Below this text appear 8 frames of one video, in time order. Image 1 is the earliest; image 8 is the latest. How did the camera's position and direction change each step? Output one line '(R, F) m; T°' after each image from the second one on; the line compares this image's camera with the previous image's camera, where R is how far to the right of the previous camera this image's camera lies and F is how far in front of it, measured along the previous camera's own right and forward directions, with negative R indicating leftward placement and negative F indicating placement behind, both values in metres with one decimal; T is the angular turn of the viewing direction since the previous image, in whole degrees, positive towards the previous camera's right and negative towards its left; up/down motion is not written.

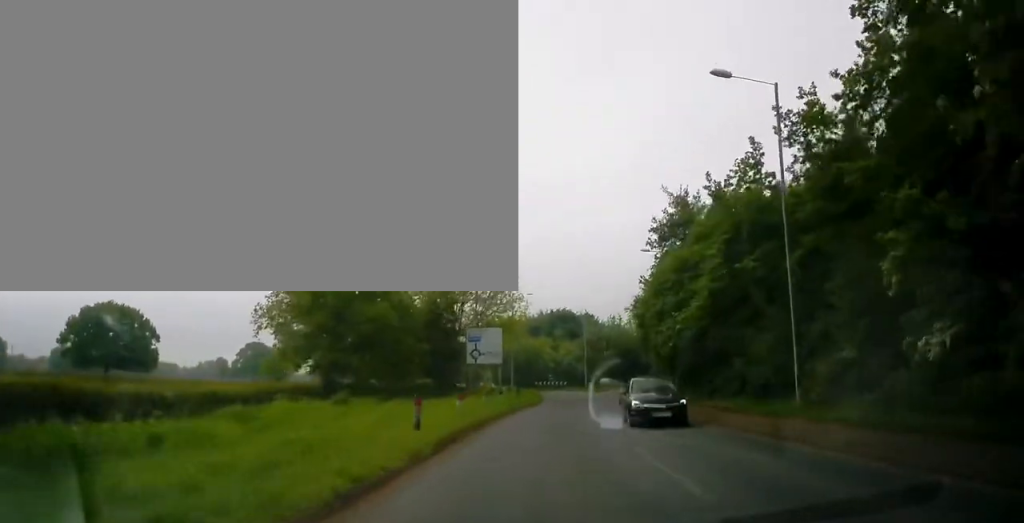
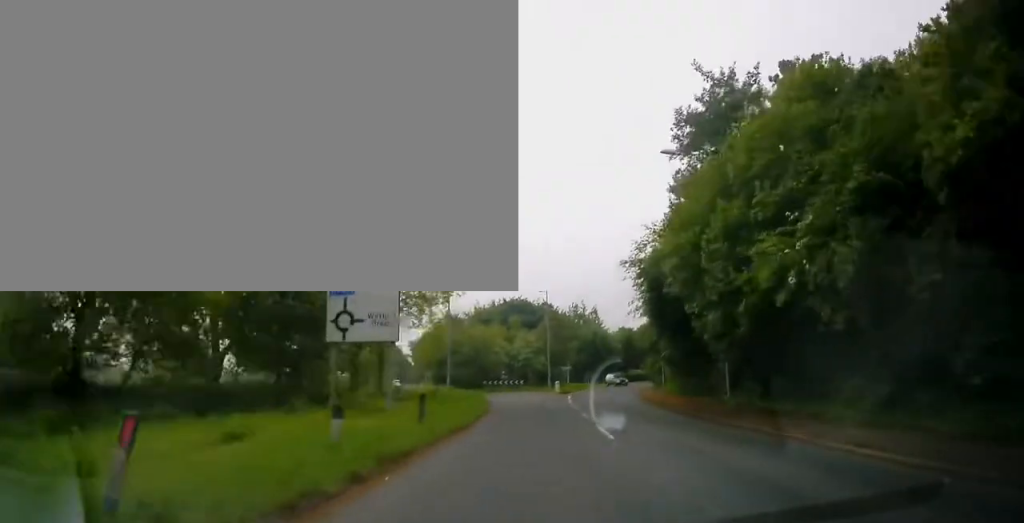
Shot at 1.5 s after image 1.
(+0.5, +19.0) m; +2°
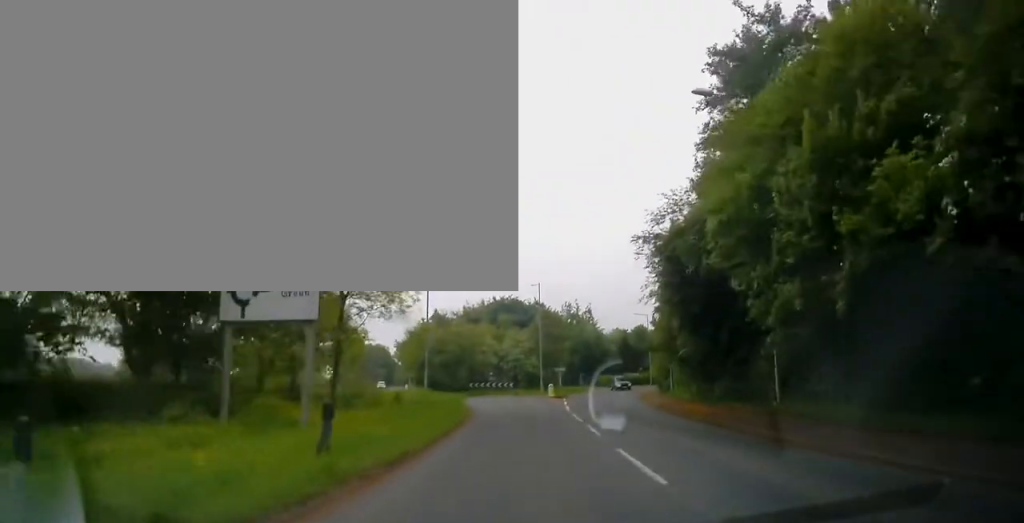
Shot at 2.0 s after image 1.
(0.0, +5.9) m; +1°
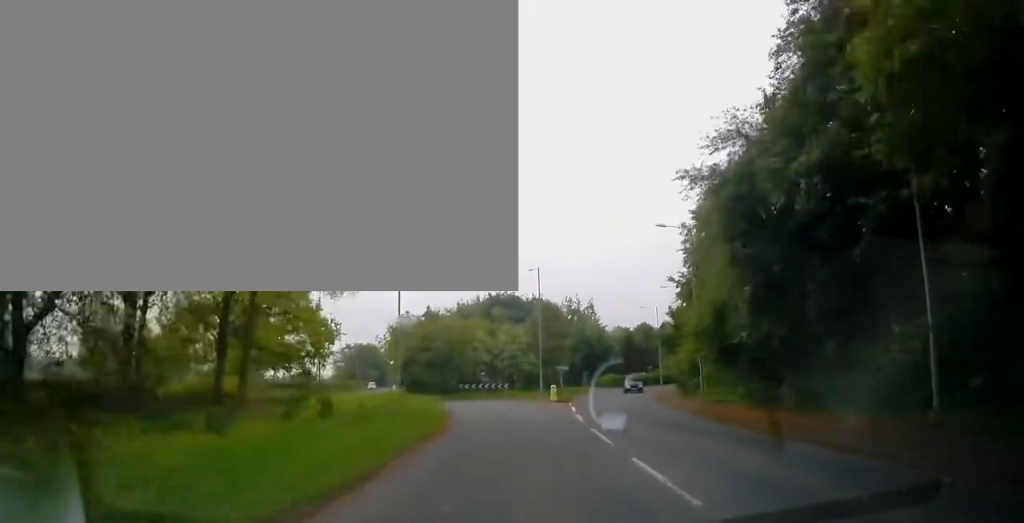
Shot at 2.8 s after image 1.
(+0.2, +8.3) m; +3°
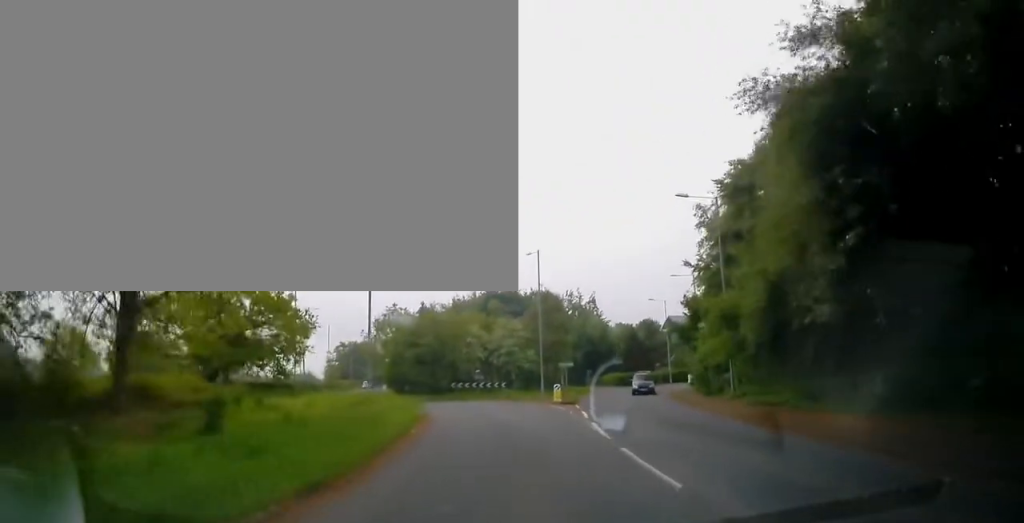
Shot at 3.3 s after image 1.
(+0.2, +5.6) m; -2°
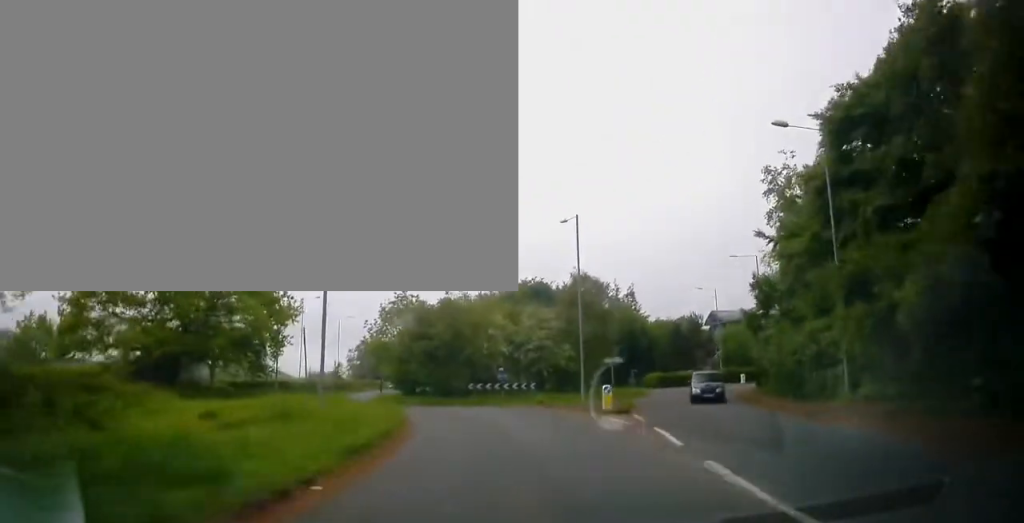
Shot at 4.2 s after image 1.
(-0.2, +9.0) m; -4°
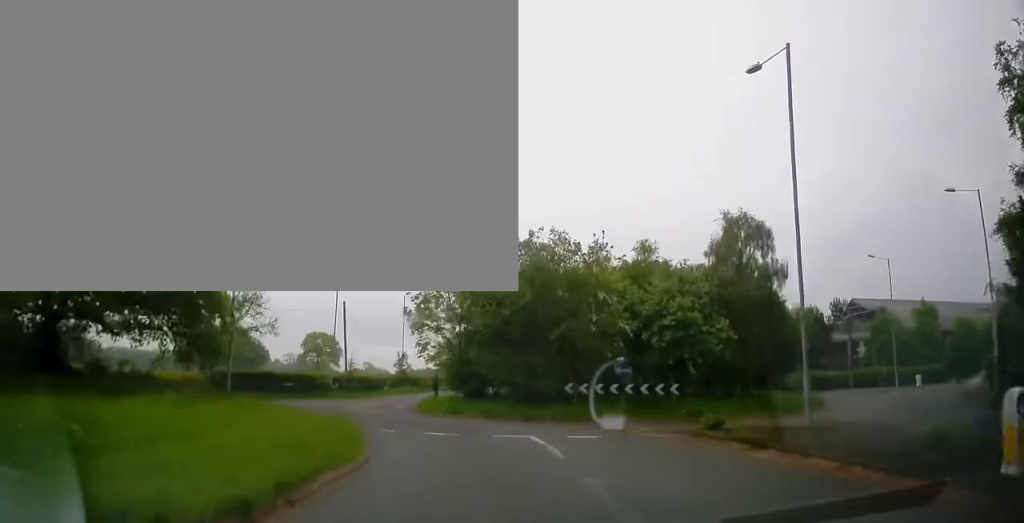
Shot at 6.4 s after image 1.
(-1.1, +18.4) m; -7°
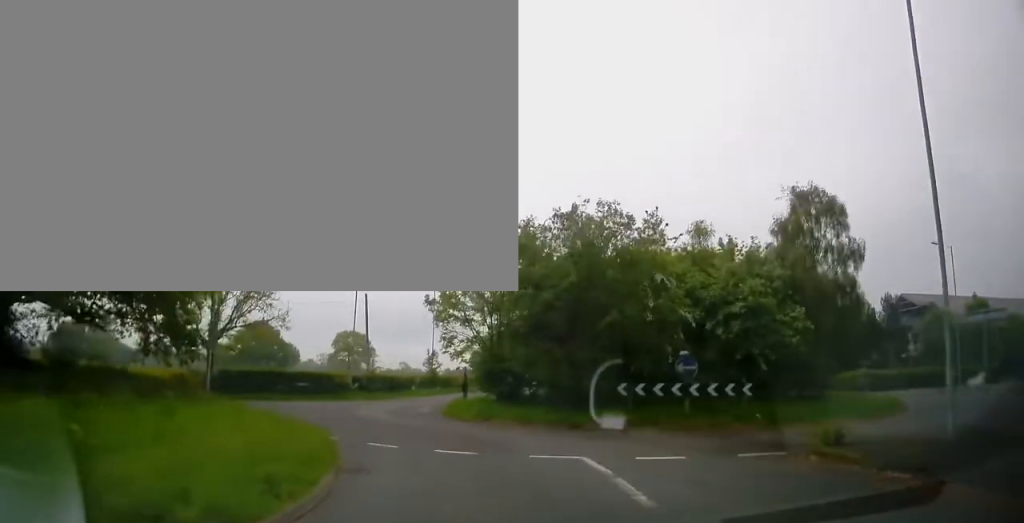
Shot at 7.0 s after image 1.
(-0.1, +4.6) m; -5°
